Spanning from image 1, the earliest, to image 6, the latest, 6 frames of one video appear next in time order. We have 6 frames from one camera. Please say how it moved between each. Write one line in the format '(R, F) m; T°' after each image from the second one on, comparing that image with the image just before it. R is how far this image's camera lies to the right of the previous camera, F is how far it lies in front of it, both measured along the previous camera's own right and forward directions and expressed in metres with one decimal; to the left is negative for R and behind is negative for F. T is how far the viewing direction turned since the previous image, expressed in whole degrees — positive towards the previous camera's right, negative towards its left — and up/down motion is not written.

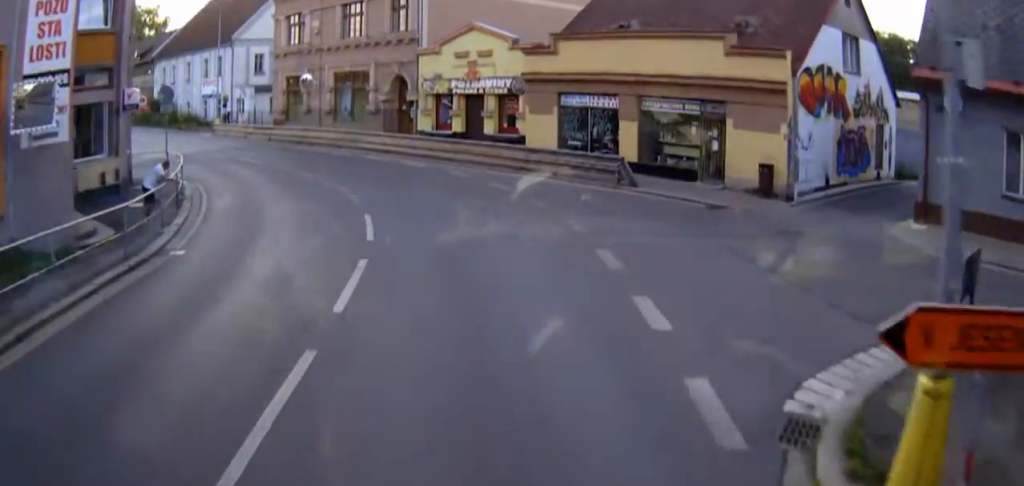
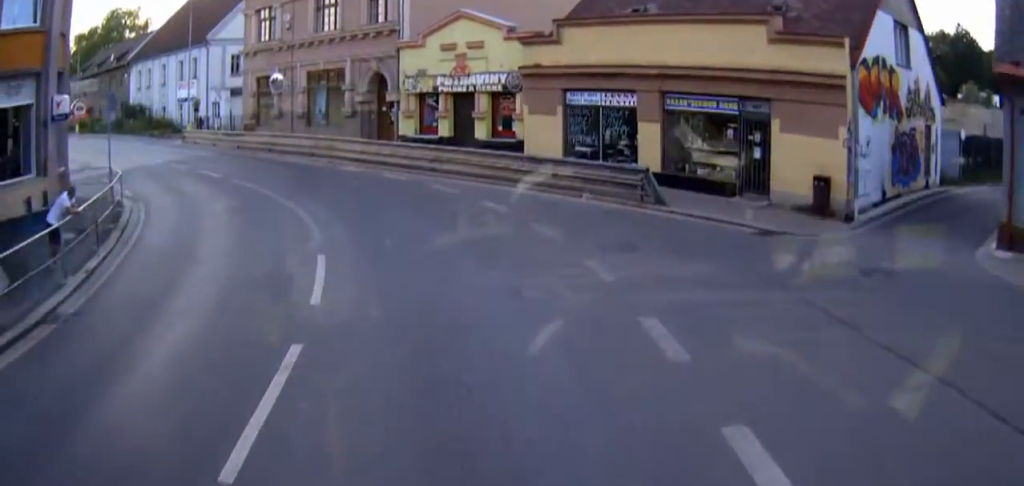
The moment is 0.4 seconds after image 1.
(+0.2, +4.8) m; 0°
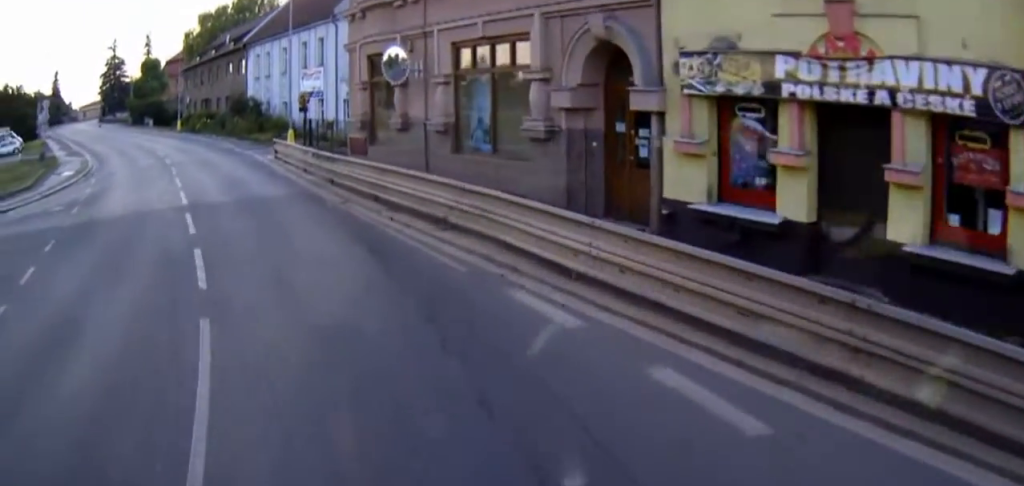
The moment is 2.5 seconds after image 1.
(-1.5, +19.5) m; -17°
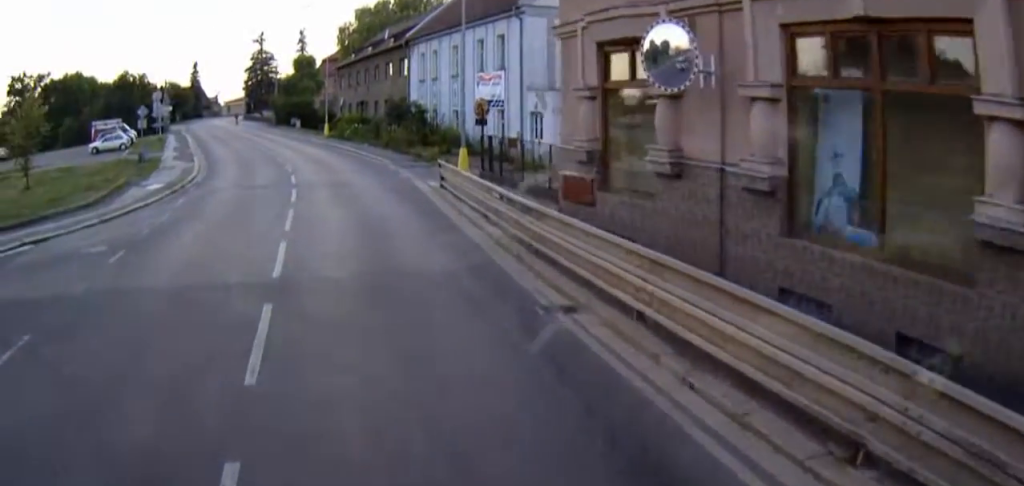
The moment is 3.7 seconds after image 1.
(-2.0, +8.5) m; -18°
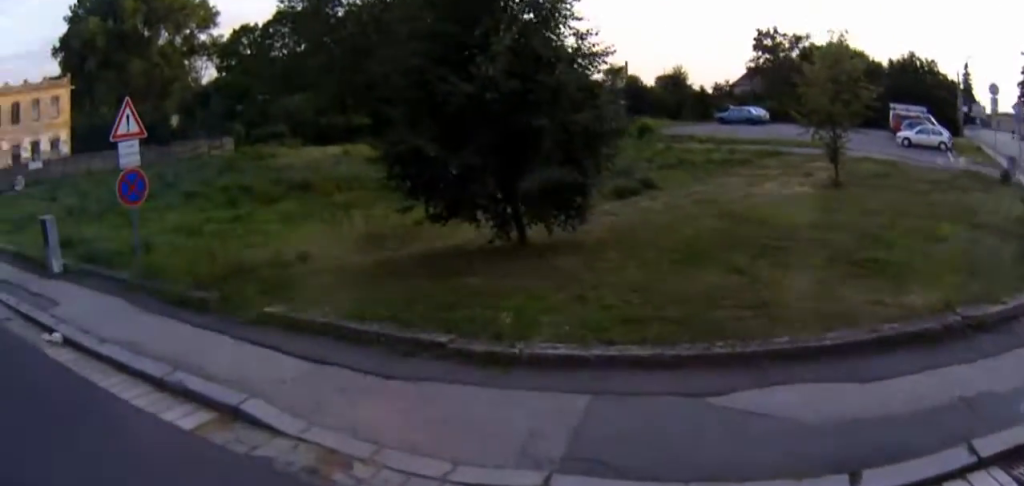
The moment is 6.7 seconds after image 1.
(-6.3, +12.6) m; -62°
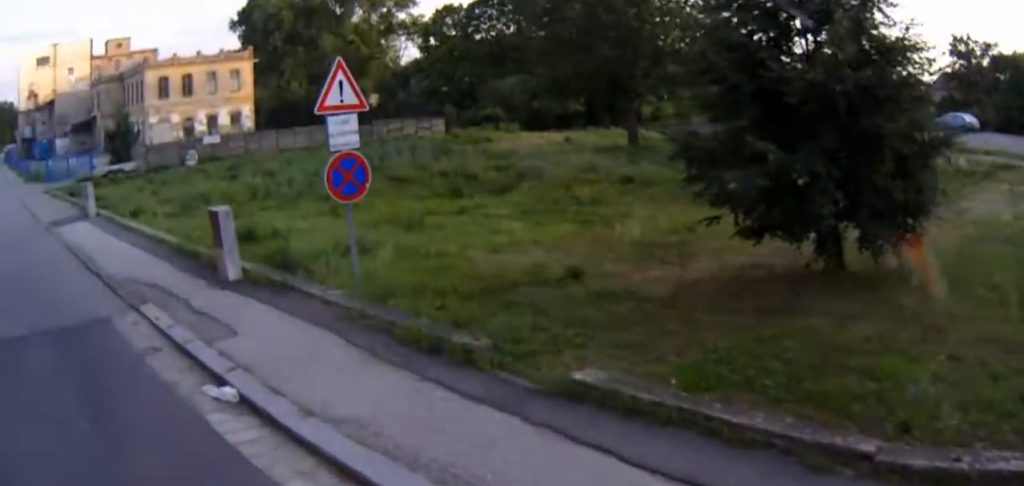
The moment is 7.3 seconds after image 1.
(-0.4, +2.9) m; -14°
